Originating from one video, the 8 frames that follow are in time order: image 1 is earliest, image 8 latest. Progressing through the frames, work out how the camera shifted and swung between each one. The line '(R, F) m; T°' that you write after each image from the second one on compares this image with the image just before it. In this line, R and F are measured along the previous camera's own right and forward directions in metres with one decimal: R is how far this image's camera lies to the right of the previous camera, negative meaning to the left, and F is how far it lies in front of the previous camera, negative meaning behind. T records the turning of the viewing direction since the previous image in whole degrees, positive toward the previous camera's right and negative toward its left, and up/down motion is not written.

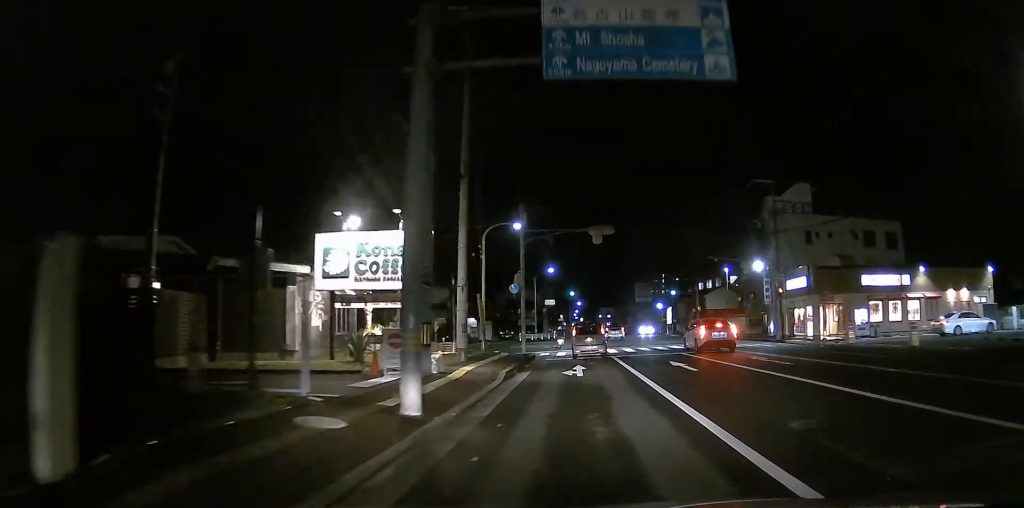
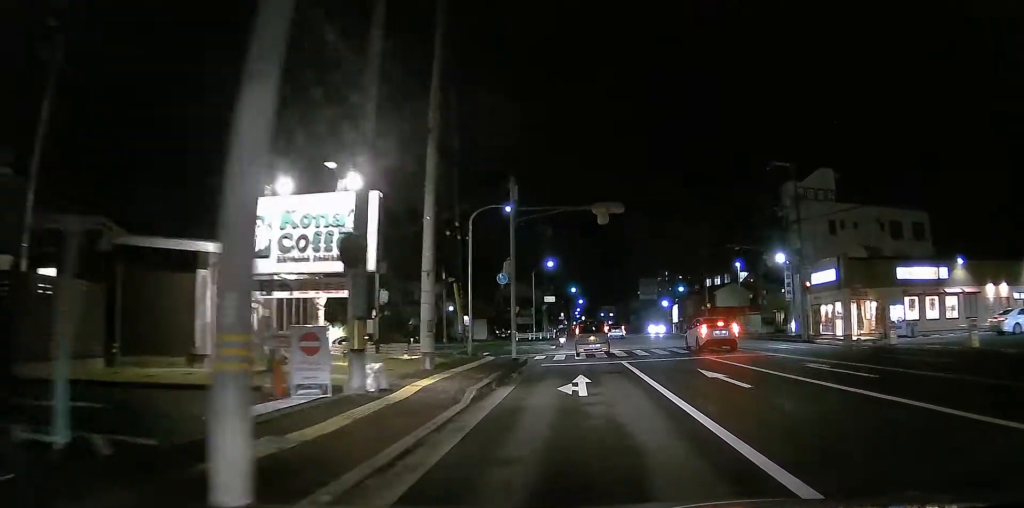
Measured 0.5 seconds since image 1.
(0.0, +4.9) m; -1°
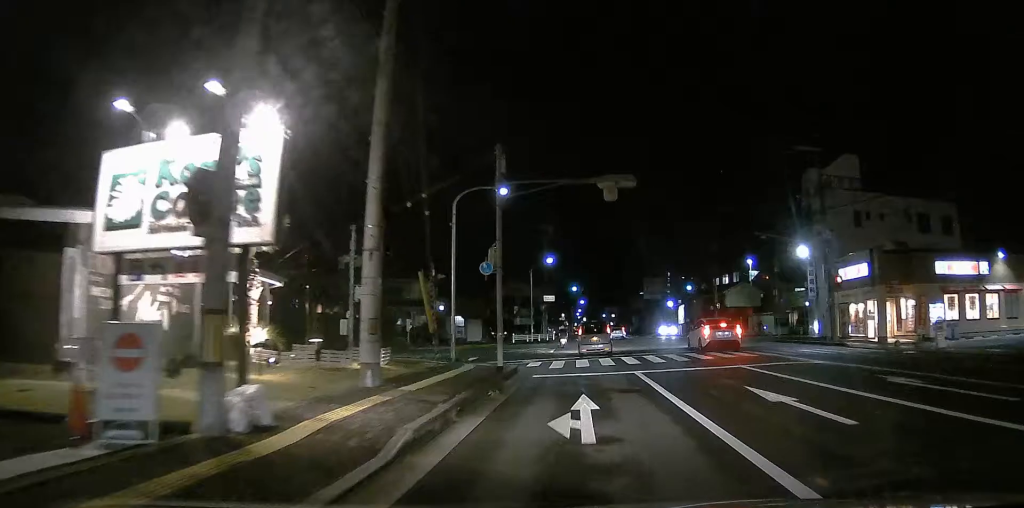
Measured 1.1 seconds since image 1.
(+0.1, +4.5) m; -1°
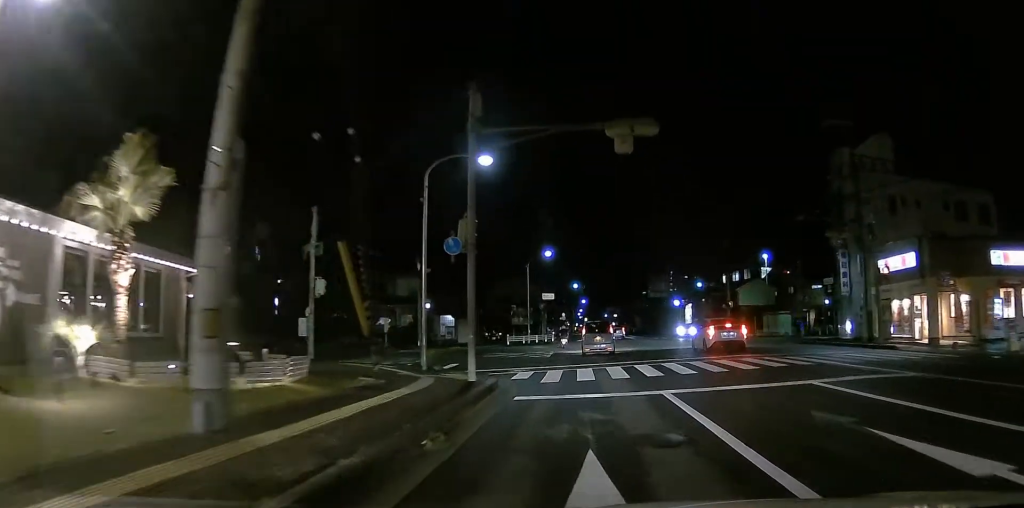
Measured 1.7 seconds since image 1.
(-0.1, +5.1) m; -1°
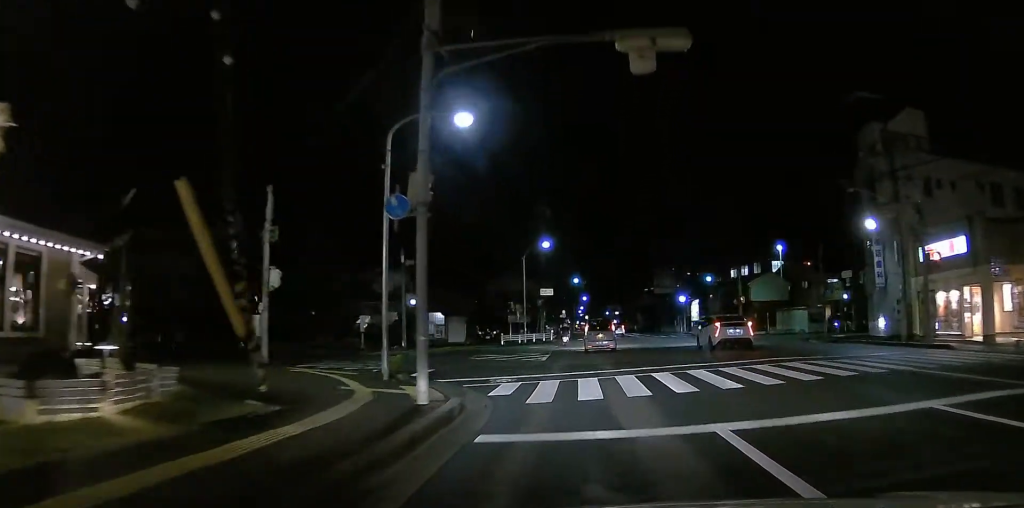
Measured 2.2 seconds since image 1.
(-0.2, +4.4) m; 0°
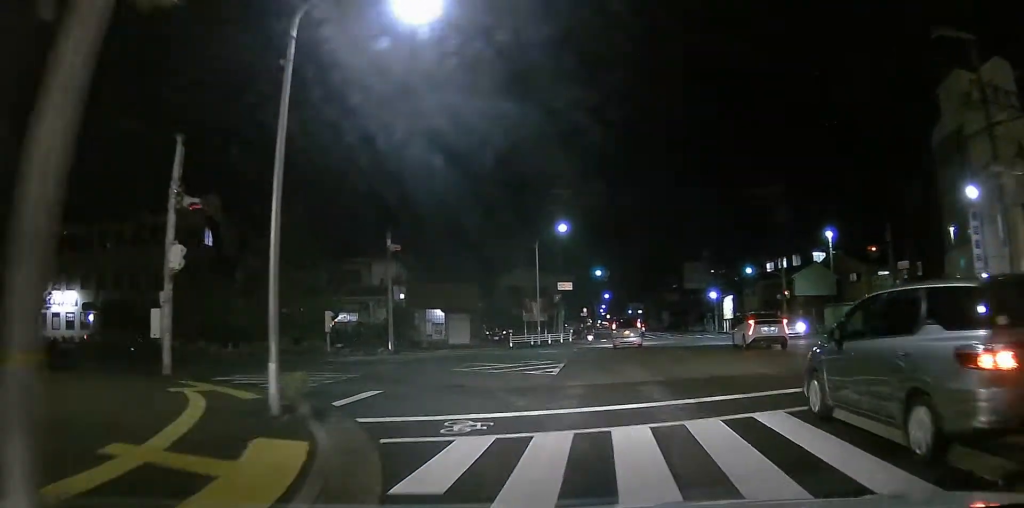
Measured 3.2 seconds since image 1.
(+0.3, +7.5) m; -26°
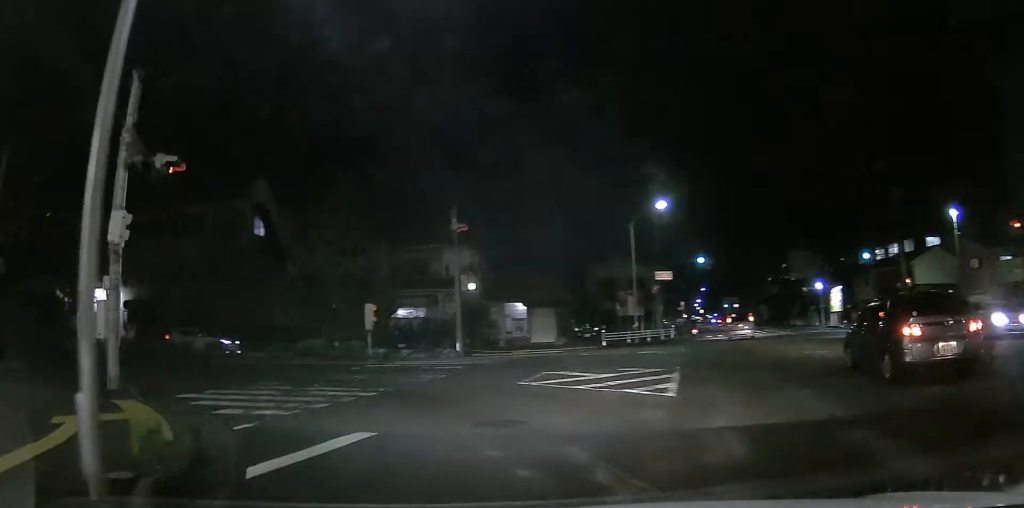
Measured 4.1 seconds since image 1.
(-2.9, +4.0) m; -39°
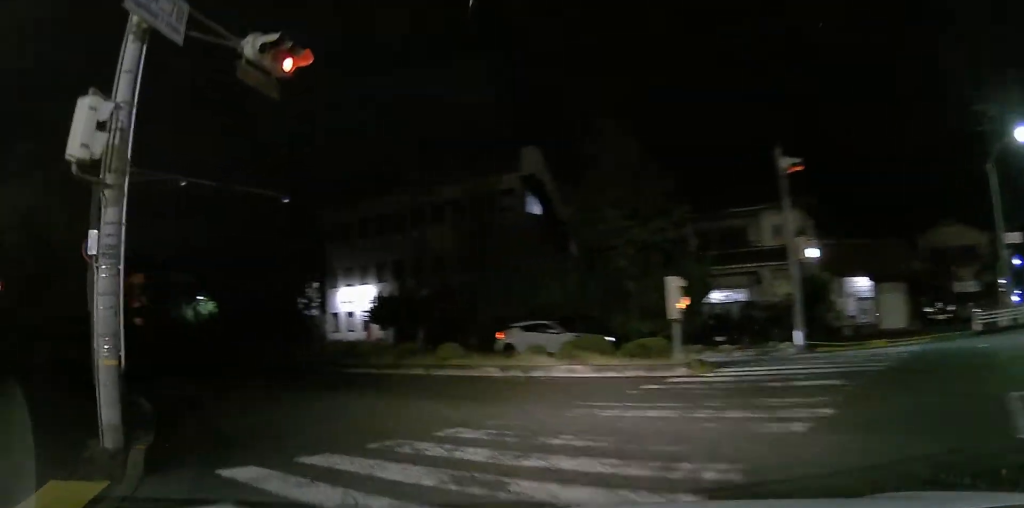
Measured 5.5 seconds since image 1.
(-2.1, +8.7) m; -15°
